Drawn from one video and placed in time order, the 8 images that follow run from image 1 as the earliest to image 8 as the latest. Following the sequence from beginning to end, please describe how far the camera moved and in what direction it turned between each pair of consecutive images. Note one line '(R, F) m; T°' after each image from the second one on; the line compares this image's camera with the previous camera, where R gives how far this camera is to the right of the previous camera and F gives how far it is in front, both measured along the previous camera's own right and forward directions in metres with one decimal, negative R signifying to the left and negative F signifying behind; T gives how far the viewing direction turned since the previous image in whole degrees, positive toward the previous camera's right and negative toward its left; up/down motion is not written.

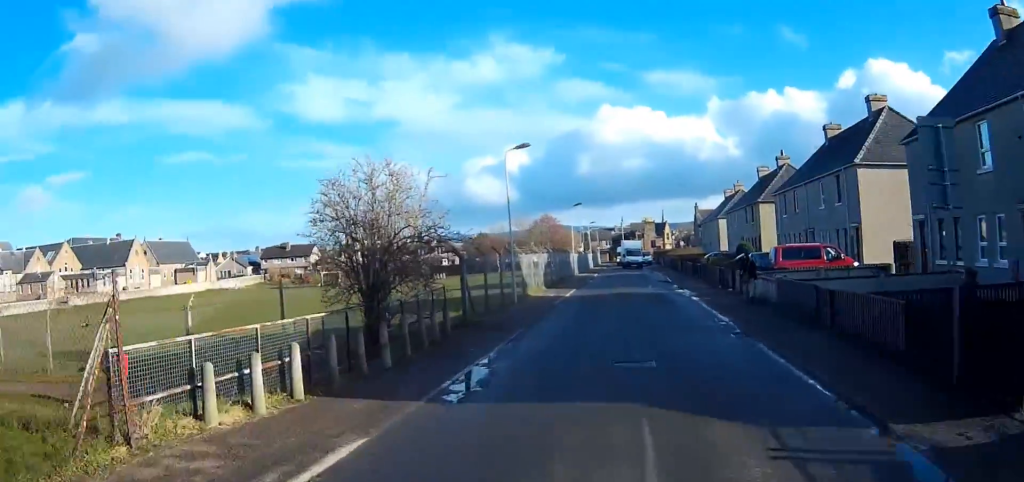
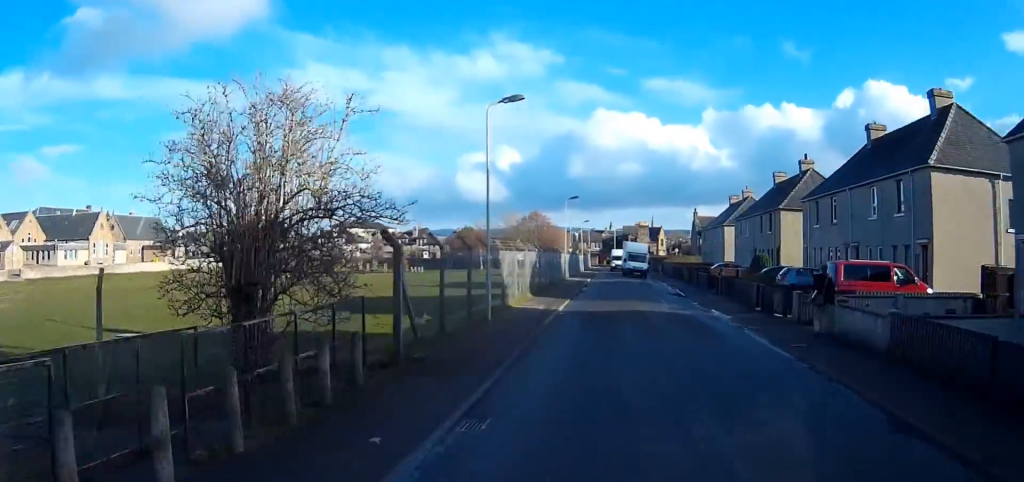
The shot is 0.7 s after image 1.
(-0.2, +8.3) m; +1°
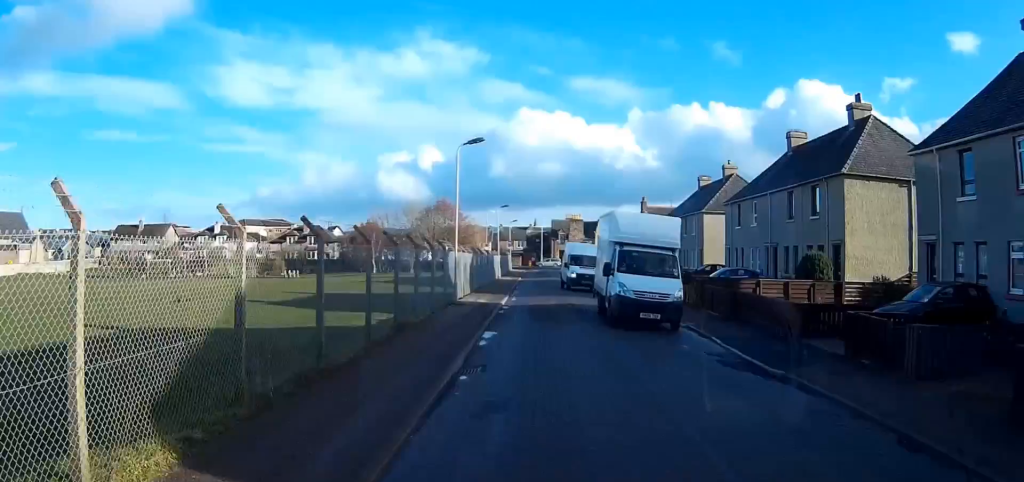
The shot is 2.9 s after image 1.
(+2.1, +26.1) m; +6°
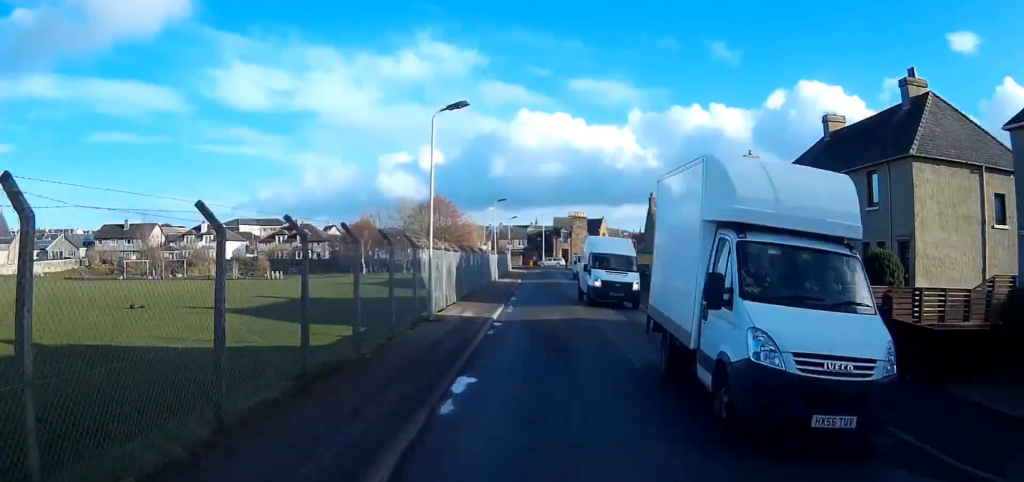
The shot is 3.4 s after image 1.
(0.0, +7.0) m; 0°
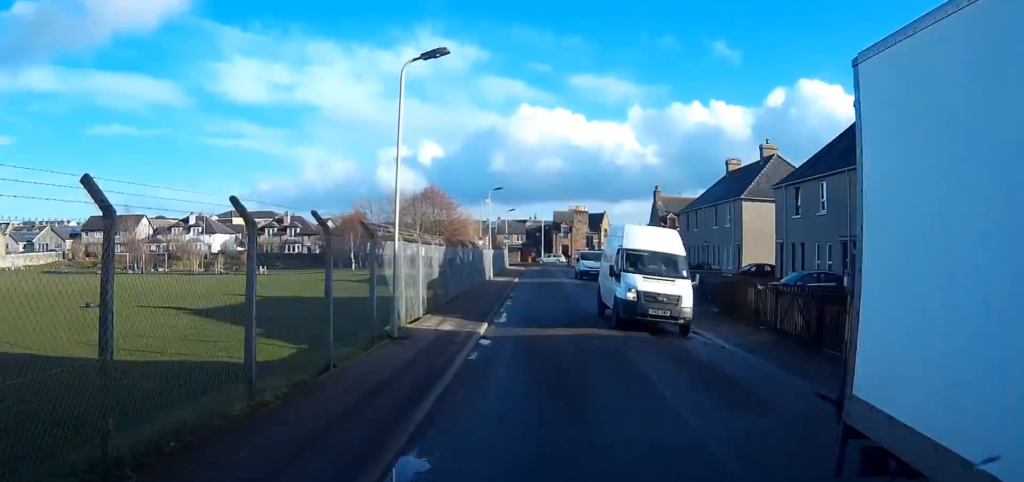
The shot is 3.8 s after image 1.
(0.0, +5.1) m; 0°
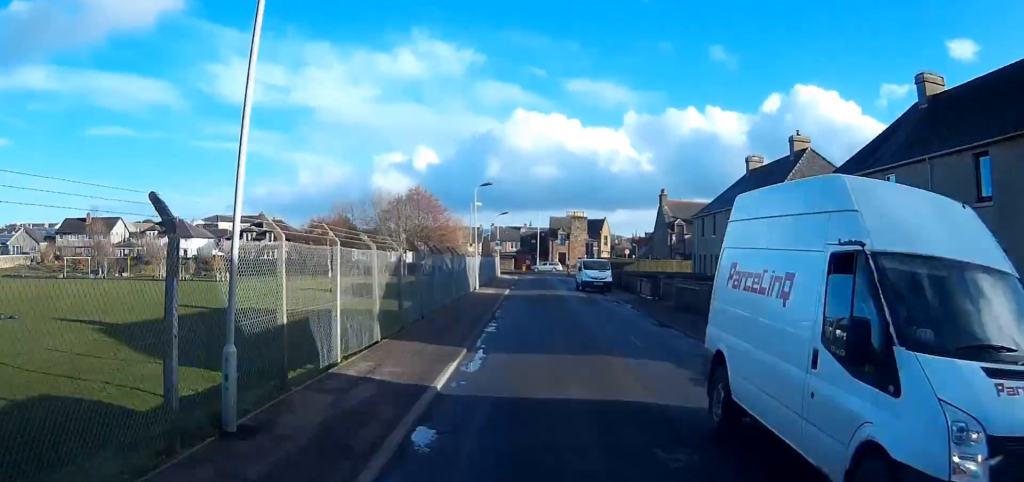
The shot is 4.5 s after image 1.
(0.0, +8.2) m; 0°
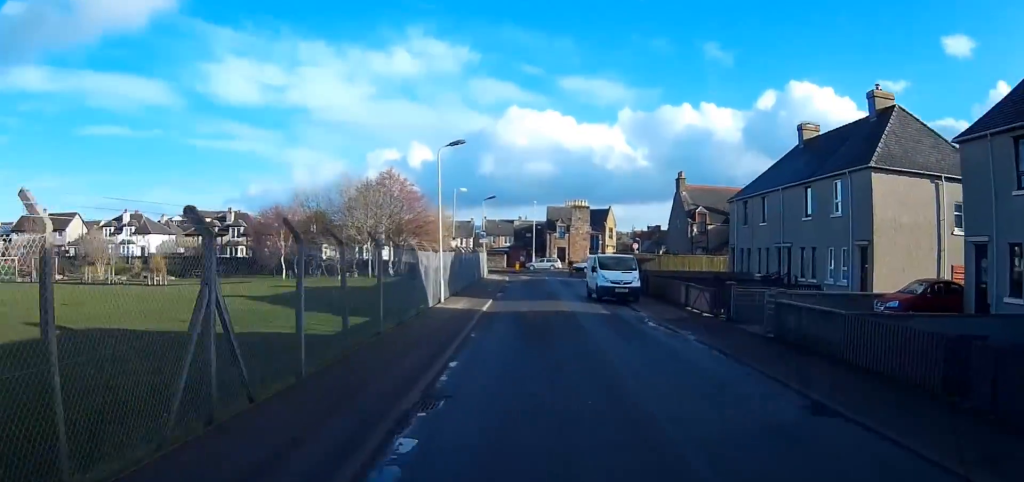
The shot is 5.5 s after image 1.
(0.0, +13.8) m; 0°
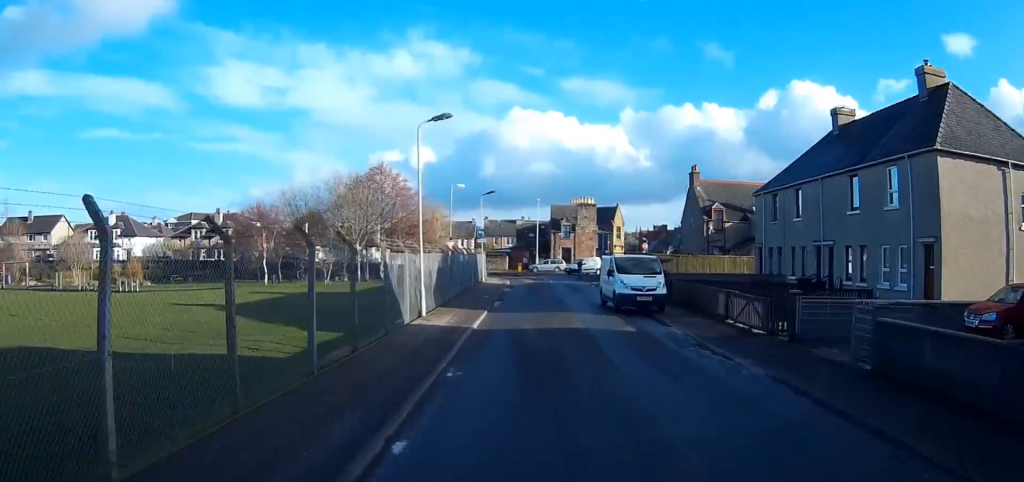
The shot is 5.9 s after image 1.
(0.0, +5.4) m; 0°
